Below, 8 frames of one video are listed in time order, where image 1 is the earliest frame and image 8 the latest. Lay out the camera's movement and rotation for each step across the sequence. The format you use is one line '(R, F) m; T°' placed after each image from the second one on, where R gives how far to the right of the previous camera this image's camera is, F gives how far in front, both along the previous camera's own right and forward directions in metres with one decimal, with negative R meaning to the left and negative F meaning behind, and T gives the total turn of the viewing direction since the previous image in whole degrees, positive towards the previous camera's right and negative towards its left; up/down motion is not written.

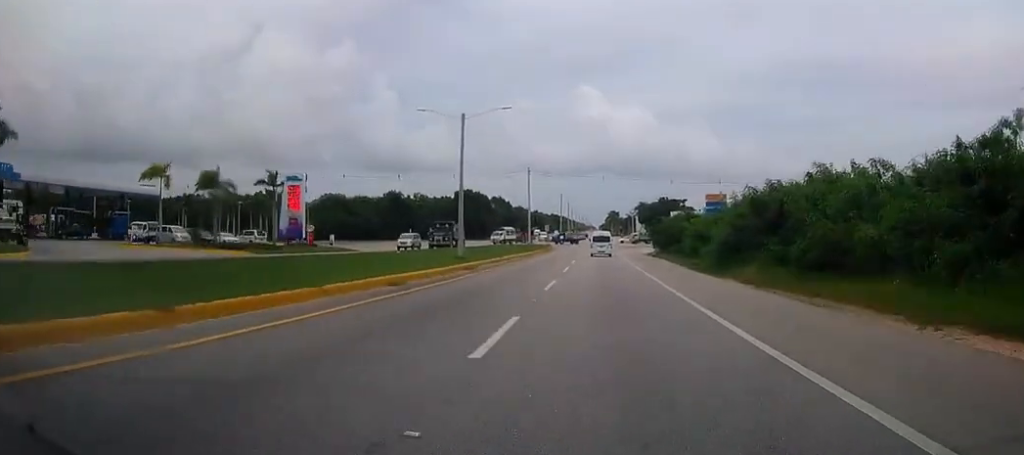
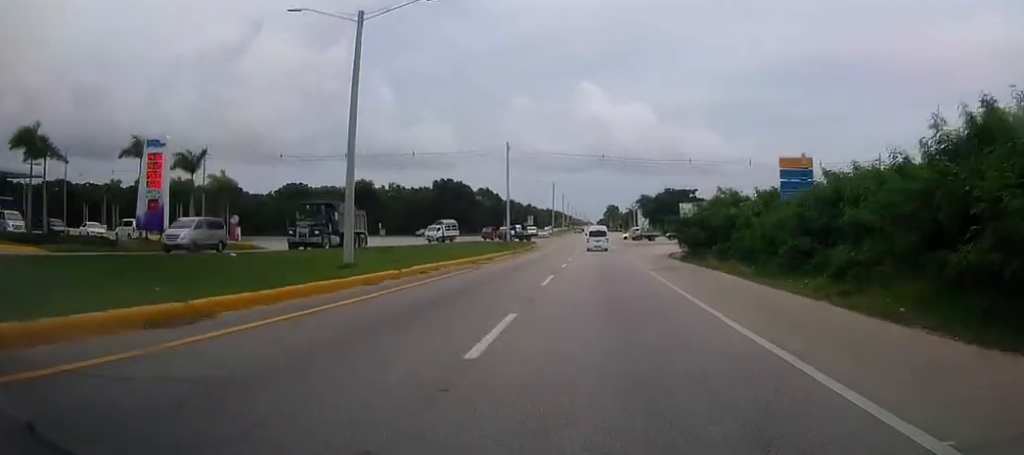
(+0.1, +23.6) m; 0°
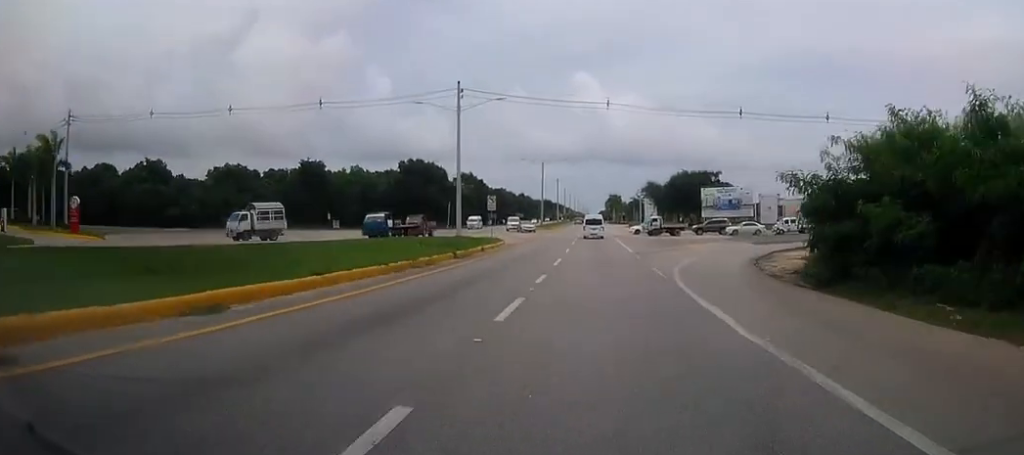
(0.0, +31.7) m; 0°
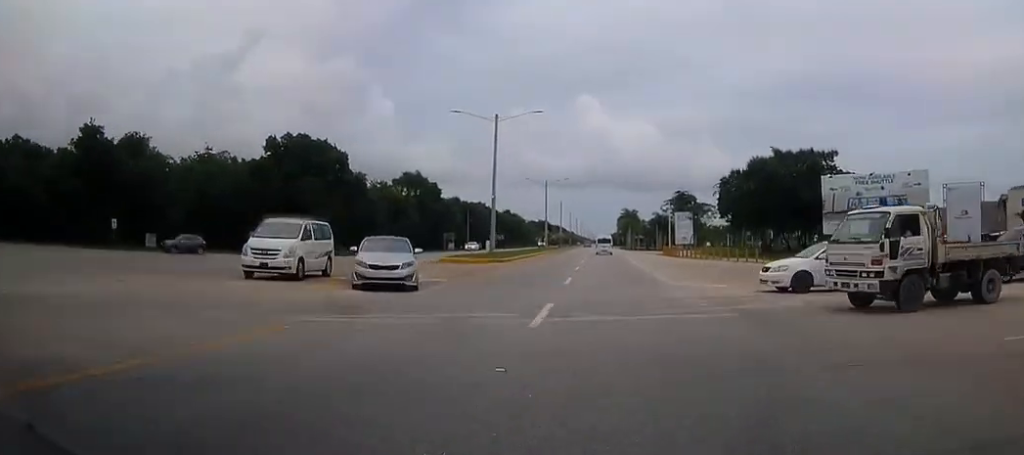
(-0.4, +66.8) m; 0°
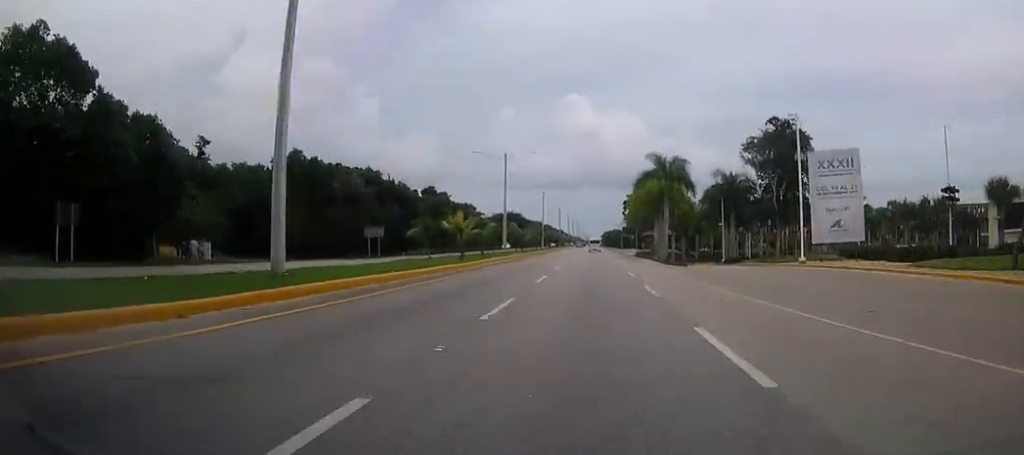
(+1.0, +92.8) m; 0°
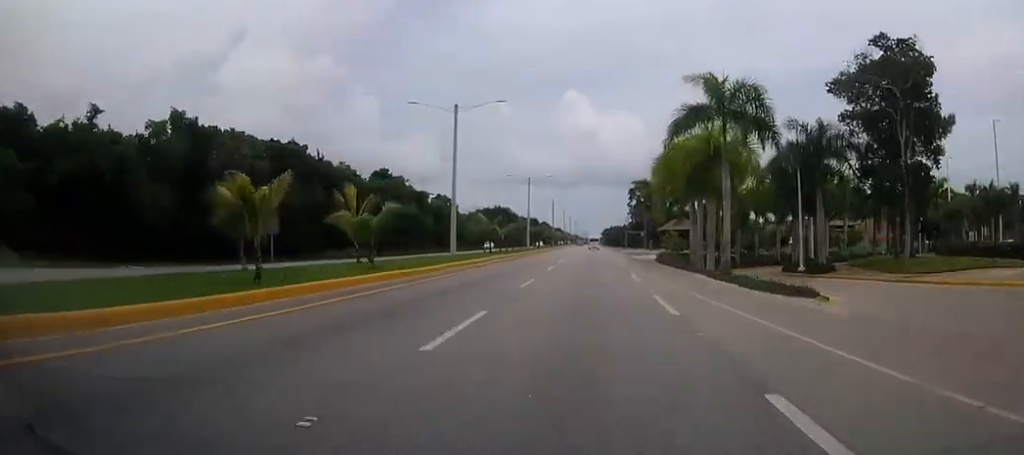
(0.0, +28.0) m; 0°
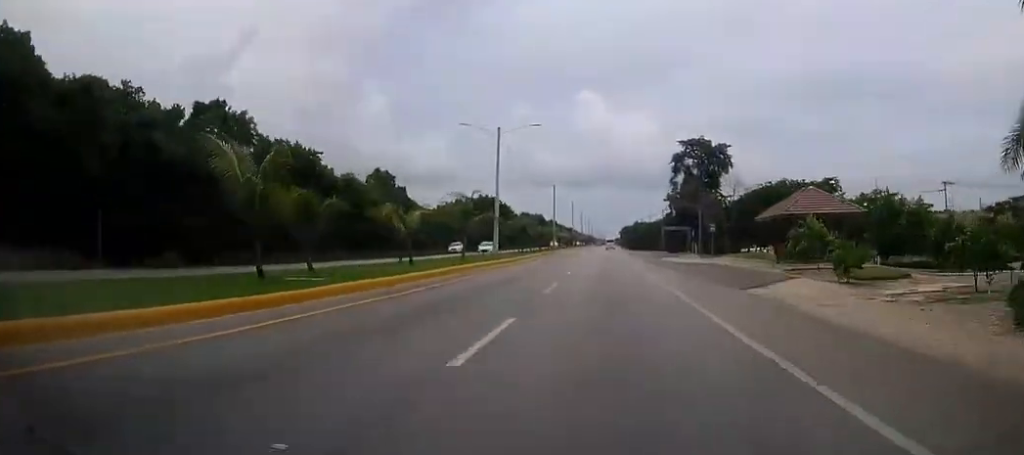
(-0.4, +50.2) m; 0°
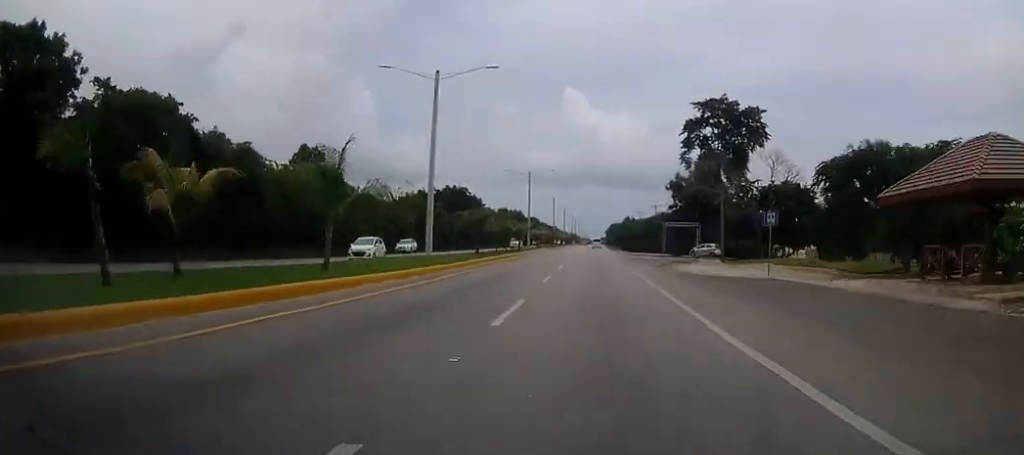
(+0.1, +19.8) m; 0°
